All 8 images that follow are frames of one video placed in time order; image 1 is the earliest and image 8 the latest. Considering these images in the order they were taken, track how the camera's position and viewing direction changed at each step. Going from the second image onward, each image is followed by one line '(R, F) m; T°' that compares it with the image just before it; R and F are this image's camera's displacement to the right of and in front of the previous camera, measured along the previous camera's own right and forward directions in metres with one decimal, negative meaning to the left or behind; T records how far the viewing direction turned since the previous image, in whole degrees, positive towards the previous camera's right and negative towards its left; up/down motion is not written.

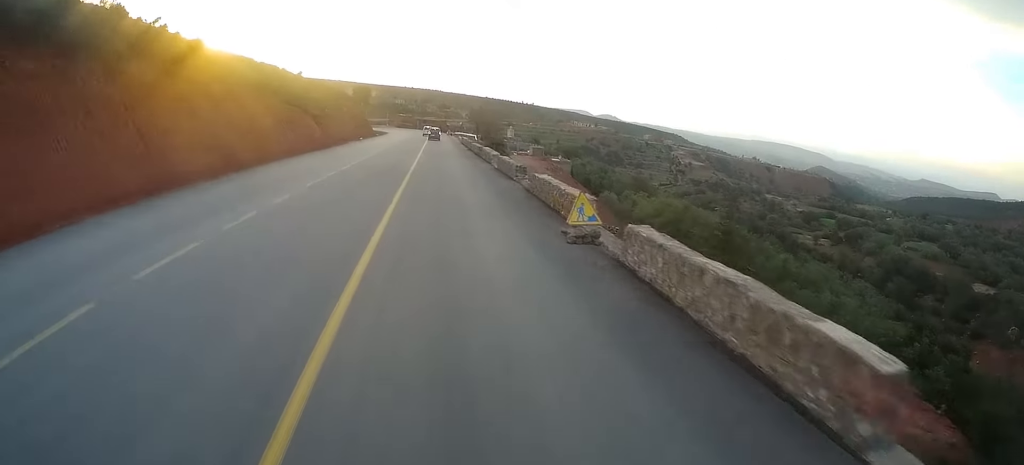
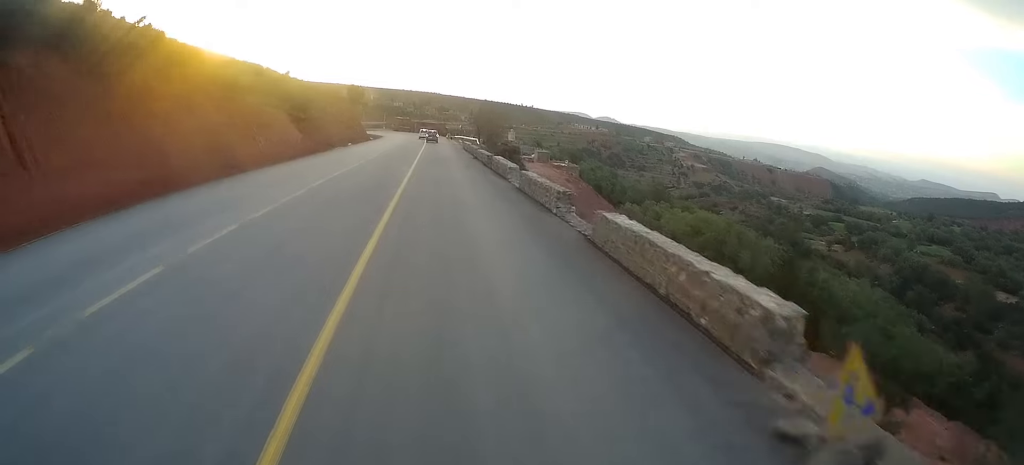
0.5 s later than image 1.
(-0.2, +9.6) m; 0°
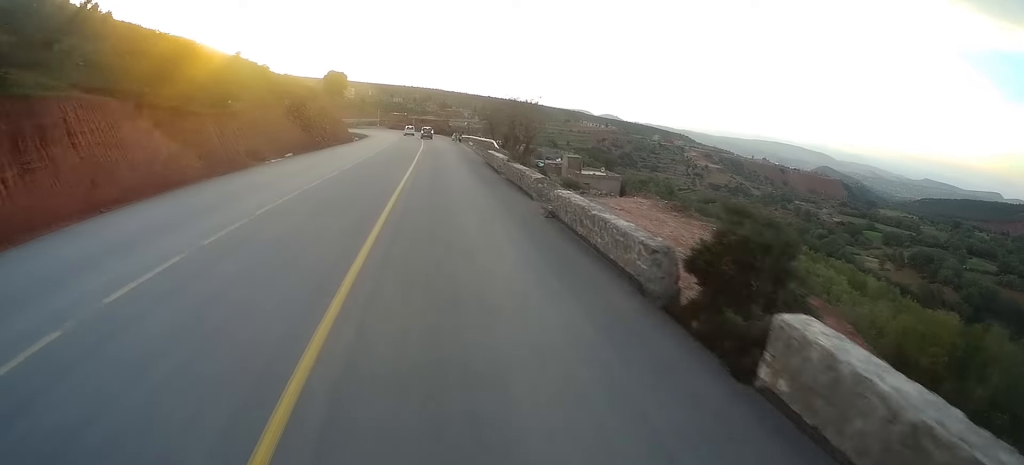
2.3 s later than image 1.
(+0.2, +32.4) m; 0°
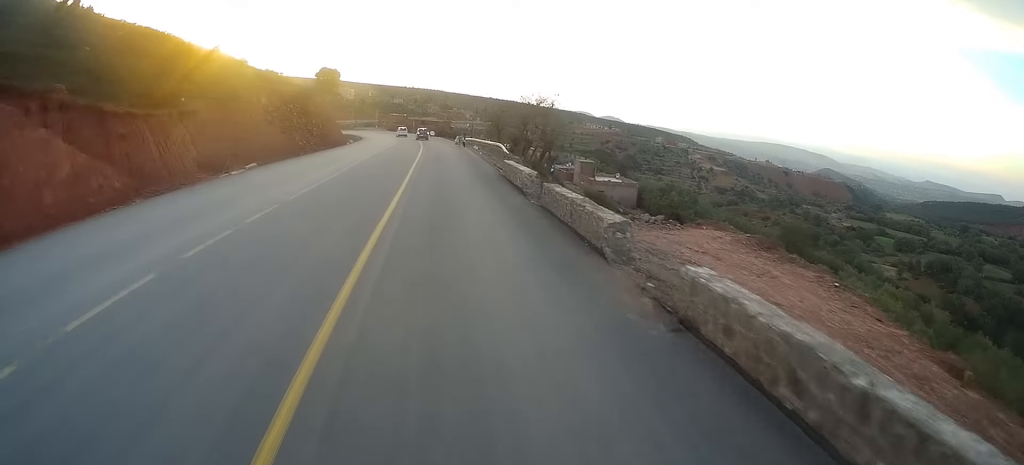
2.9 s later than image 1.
(-0.2, +9.8) m; 0°
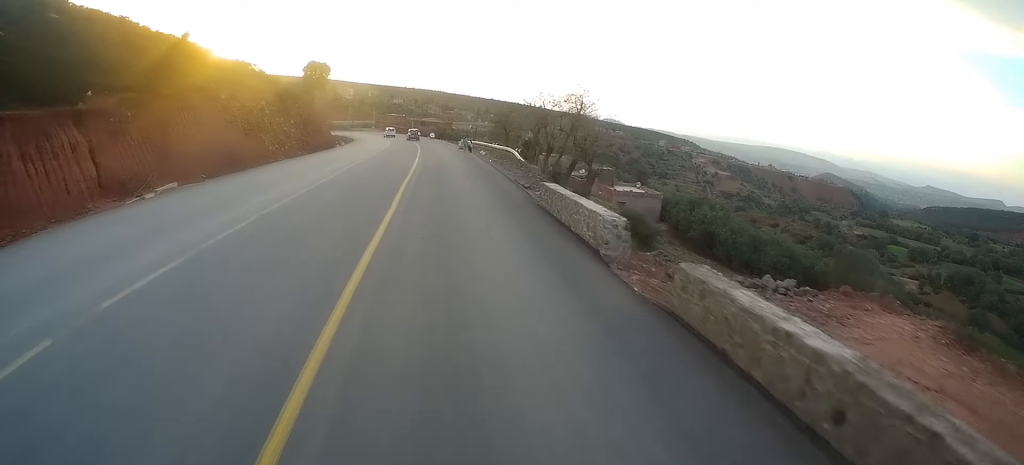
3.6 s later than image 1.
(+0.2, +11.5) m; -1°
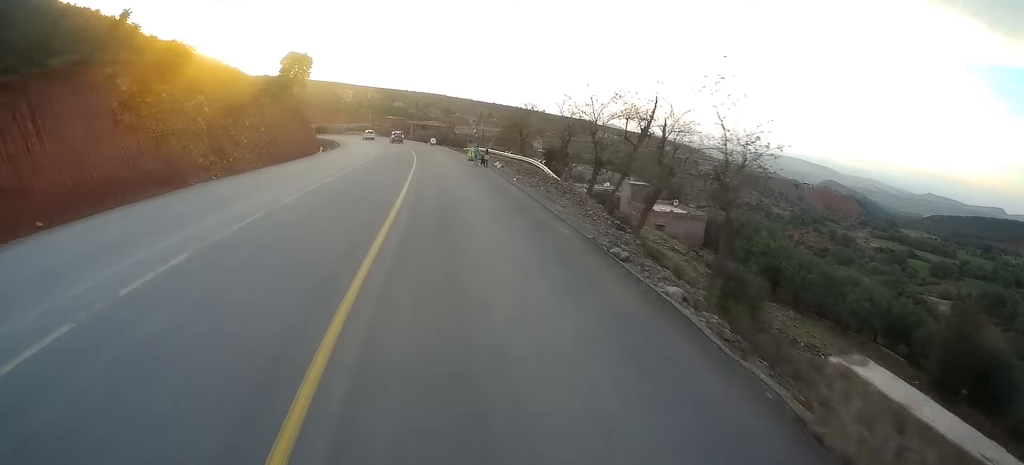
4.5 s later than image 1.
(-0.3, +16.0) m; 0°
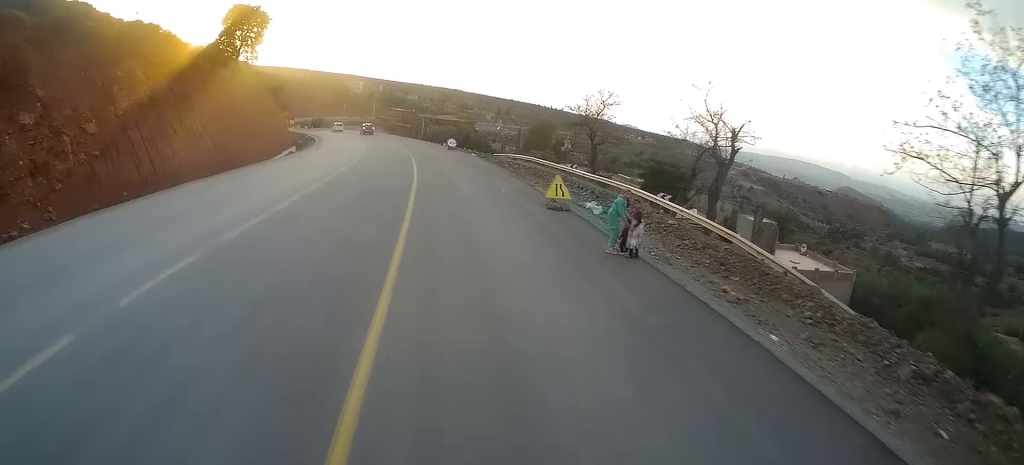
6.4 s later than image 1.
(+0.3, +30.1) m; +1°
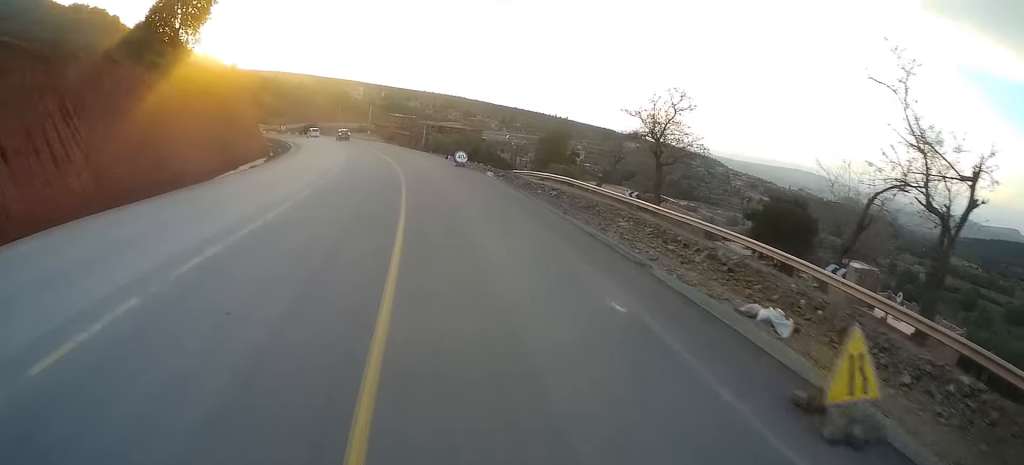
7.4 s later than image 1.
(0.0, +14.7) m; +1°
